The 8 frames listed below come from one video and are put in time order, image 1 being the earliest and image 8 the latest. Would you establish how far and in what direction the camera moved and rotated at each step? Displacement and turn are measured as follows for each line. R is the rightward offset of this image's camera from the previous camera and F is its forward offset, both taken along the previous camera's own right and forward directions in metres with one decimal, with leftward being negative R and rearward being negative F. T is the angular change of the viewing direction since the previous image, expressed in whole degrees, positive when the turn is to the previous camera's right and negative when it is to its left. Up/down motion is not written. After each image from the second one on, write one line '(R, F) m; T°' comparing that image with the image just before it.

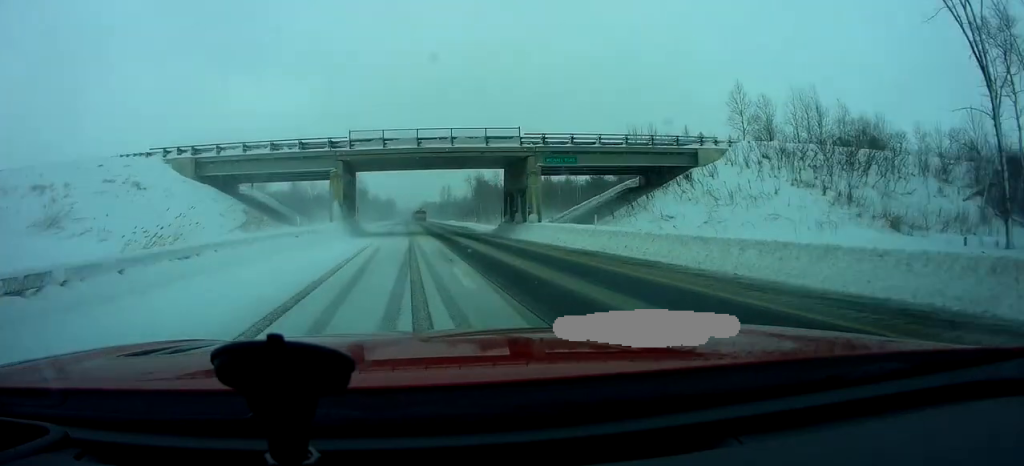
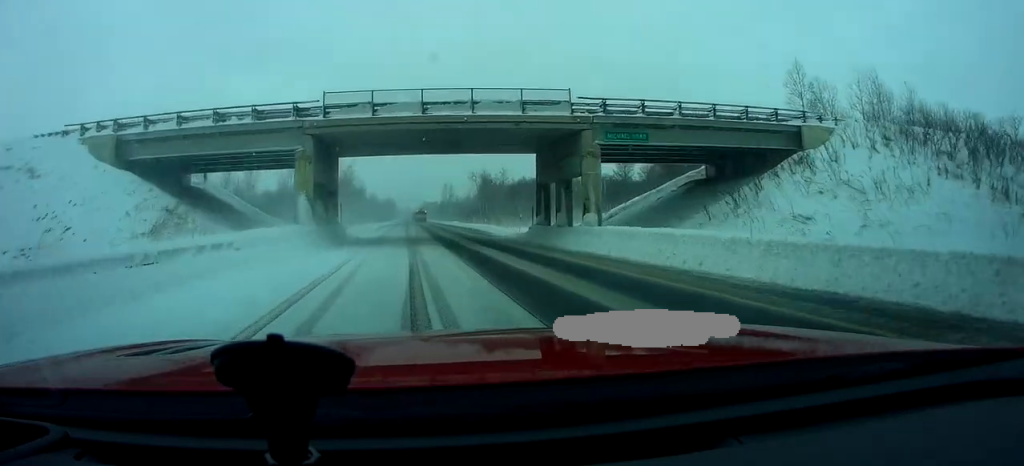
(0.0, +12.1) m; 0°
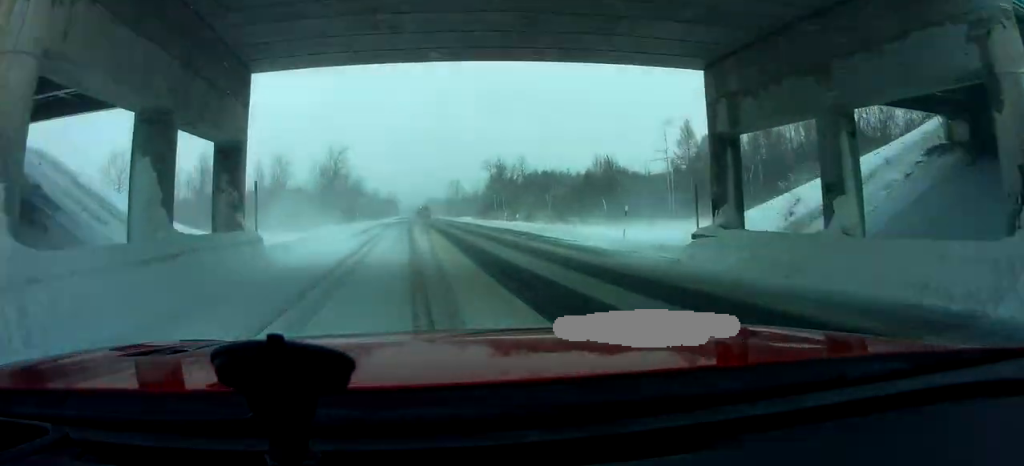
(0.0, +21.3) m; 0°
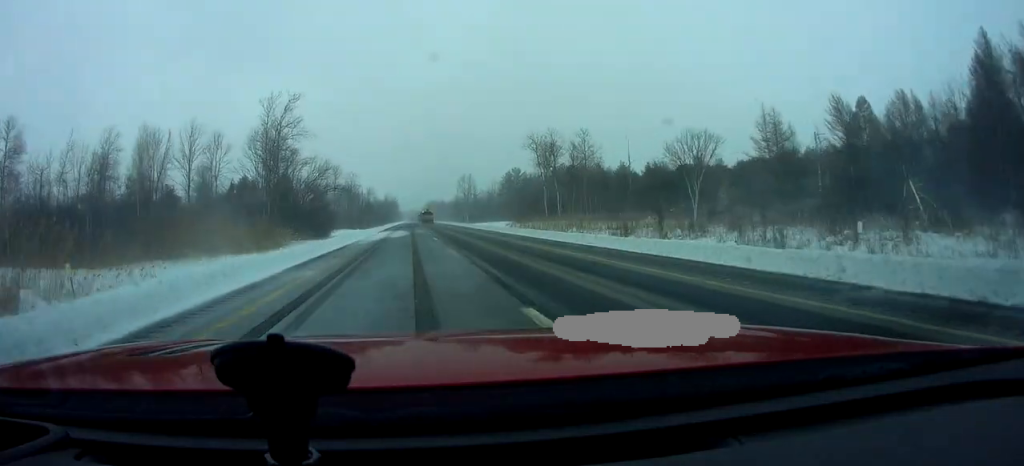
(+0.2, +47.6) m; +1°
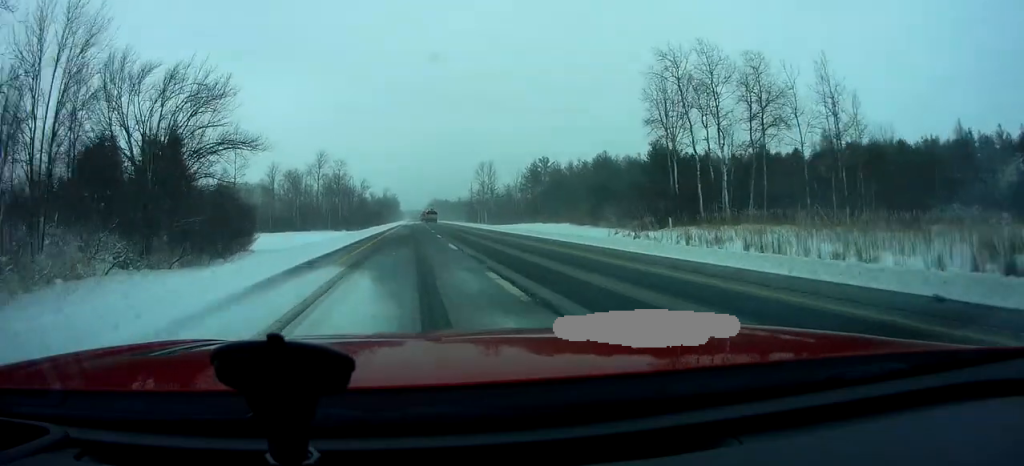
(+0.4, +45.2) m; -1°
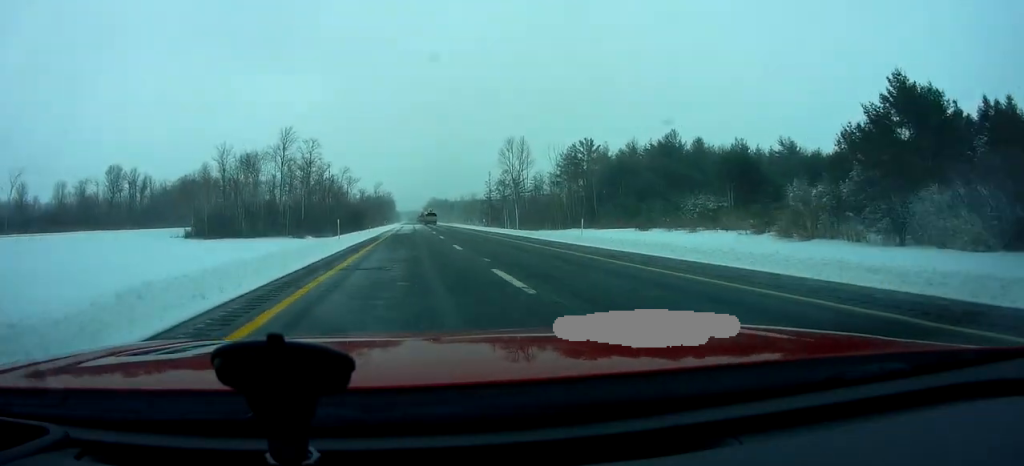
(-0.7, +48.1) m; 0°
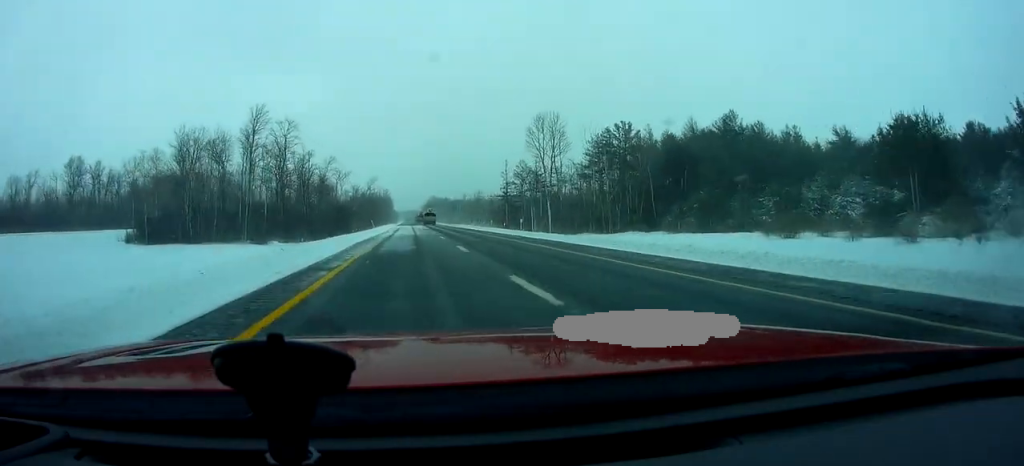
(+0.3, +25.1) m; 0°
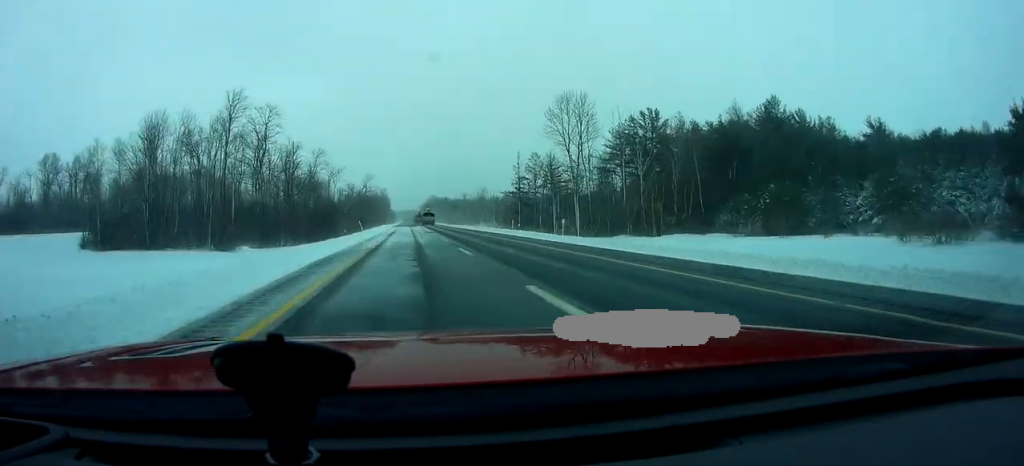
(0.0, +13.6) m; 0°
